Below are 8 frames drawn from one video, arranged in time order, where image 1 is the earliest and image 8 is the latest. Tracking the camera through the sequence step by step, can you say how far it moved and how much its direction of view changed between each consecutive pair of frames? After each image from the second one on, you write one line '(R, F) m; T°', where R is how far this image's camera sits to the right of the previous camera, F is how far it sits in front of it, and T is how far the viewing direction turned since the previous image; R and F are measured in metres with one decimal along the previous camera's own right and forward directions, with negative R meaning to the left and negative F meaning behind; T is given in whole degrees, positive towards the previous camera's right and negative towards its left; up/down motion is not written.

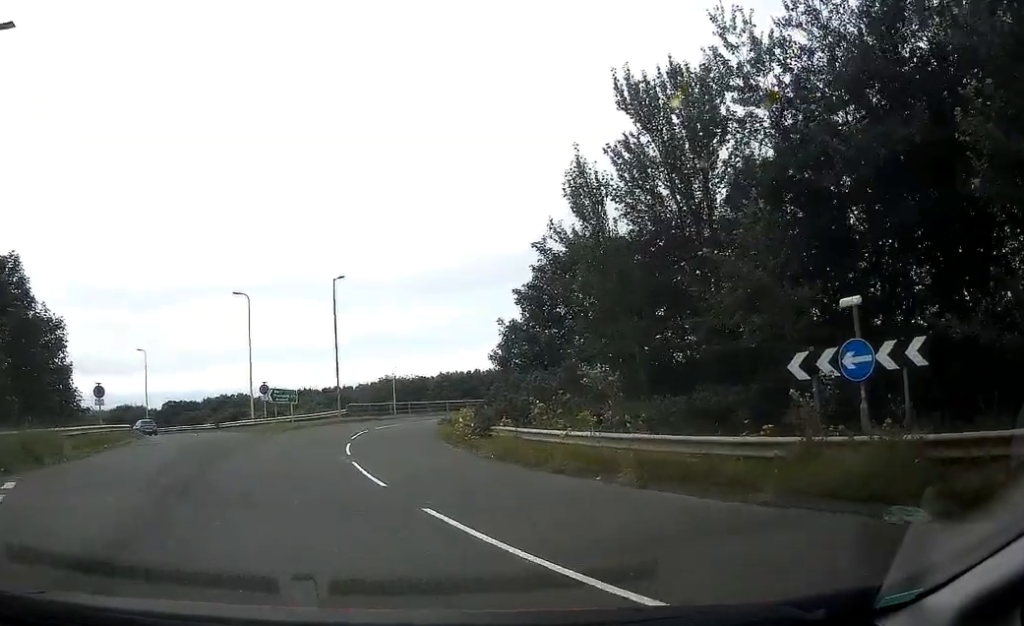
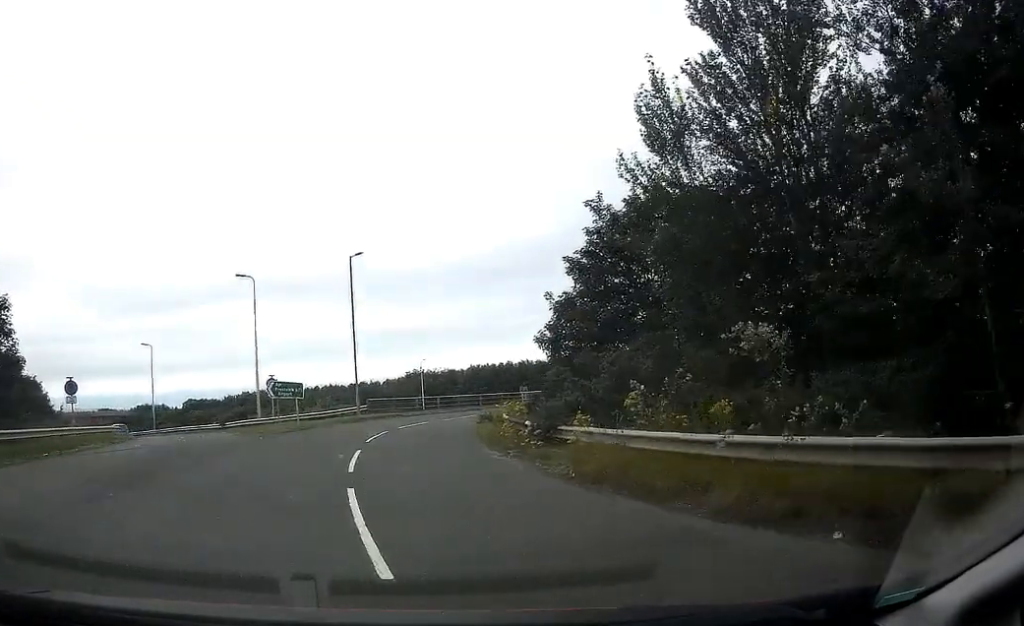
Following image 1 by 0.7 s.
(-0.1, +6.3) m; -3°
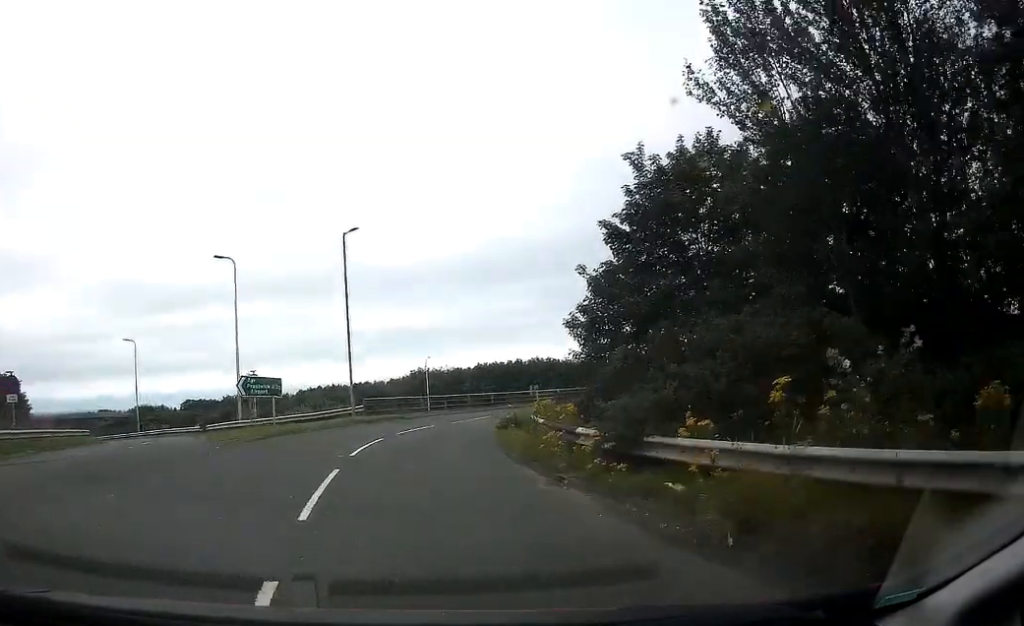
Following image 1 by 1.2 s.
(-0.3, +6.0) m; -1°
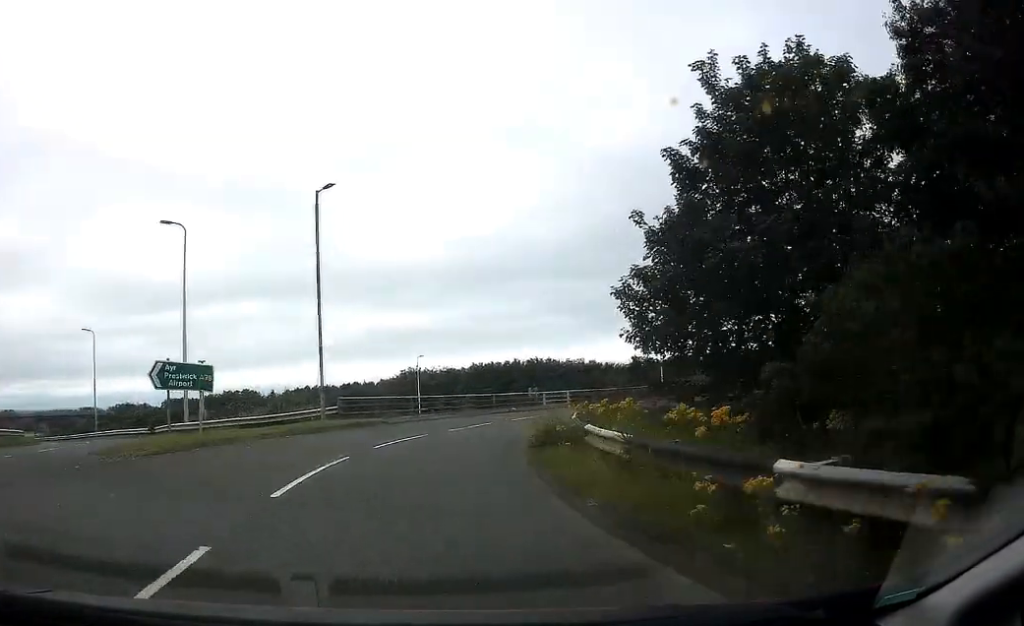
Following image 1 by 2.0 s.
(-0.1, +7.8) m; +1°
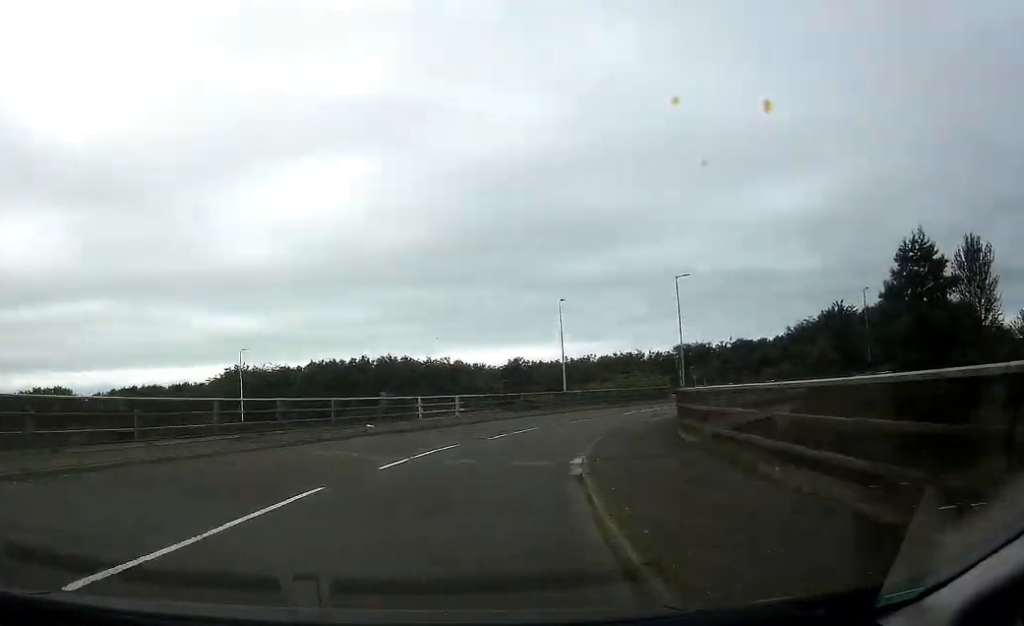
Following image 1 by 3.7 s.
(+1.8, +21.4) m; +13°
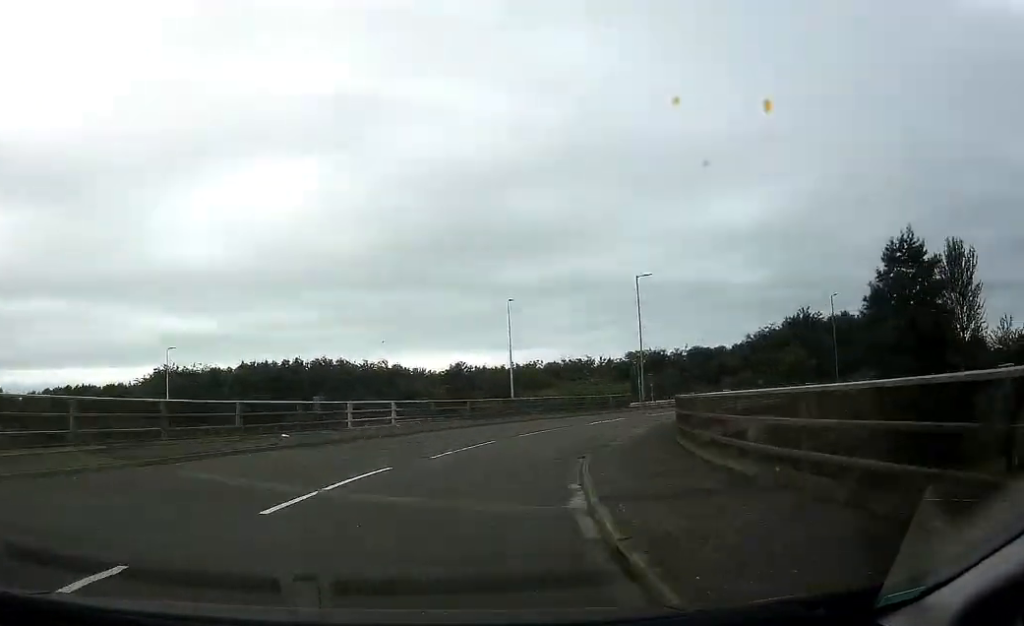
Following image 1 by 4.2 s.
(+0.3, +5.0) m; +4°
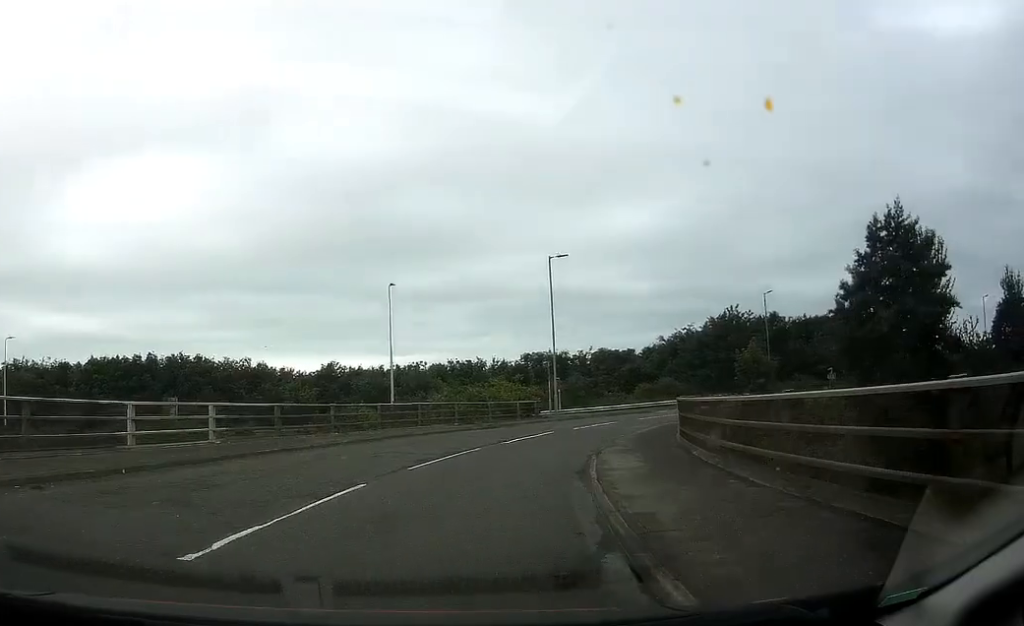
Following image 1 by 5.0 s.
(+0.8, +10.4) m; +9°
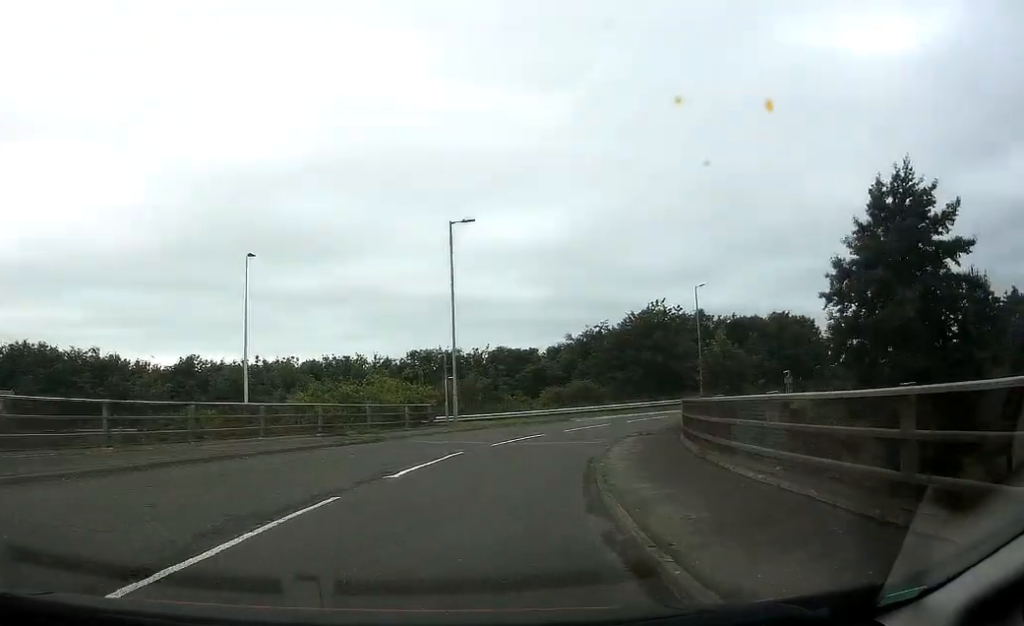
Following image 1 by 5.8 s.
(+0.6, +9.7) m; +10°
